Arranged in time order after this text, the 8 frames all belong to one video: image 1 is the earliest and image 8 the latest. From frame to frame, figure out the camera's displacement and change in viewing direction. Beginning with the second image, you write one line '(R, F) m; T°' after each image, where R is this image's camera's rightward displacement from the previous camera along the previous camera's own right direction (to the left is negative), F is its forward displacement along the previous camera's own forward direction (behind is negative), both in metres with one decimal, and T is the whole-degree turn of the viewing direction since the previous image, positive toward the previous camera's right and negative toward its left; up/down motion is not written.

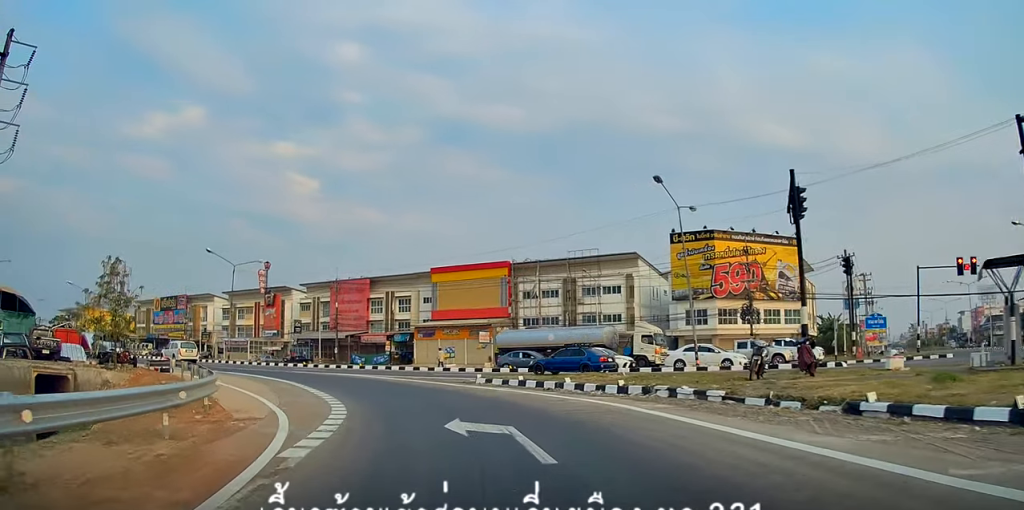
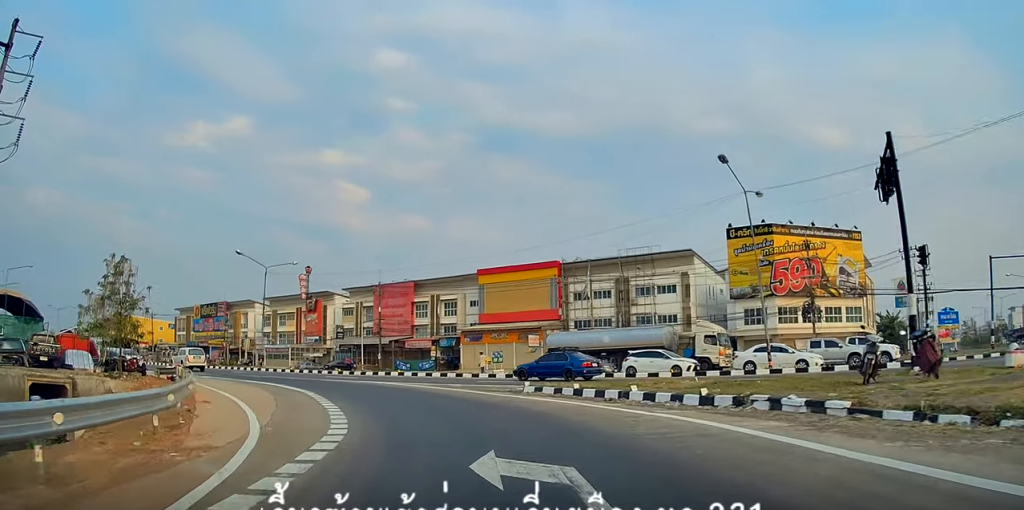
(-0.6, +4.0) m; -3°
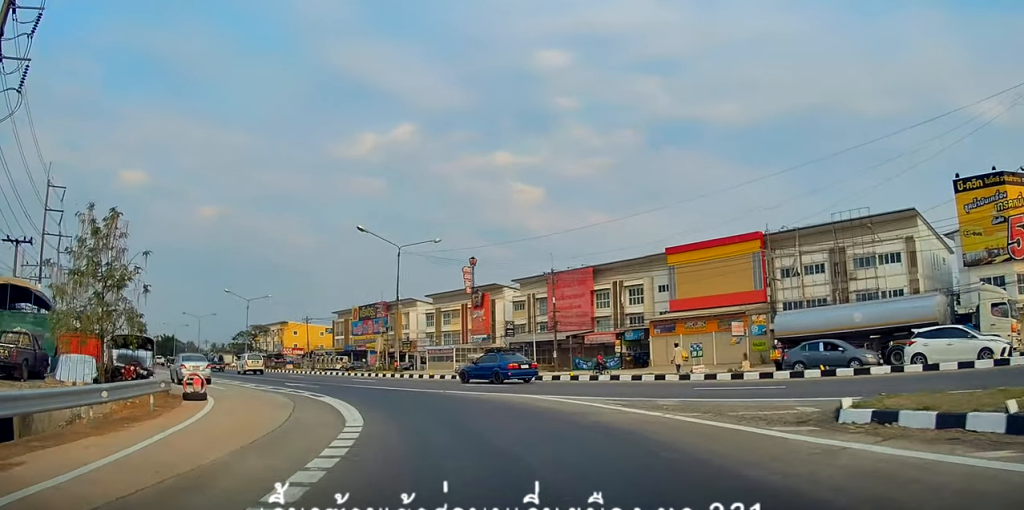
(+0.6, +13.8) m; -2°
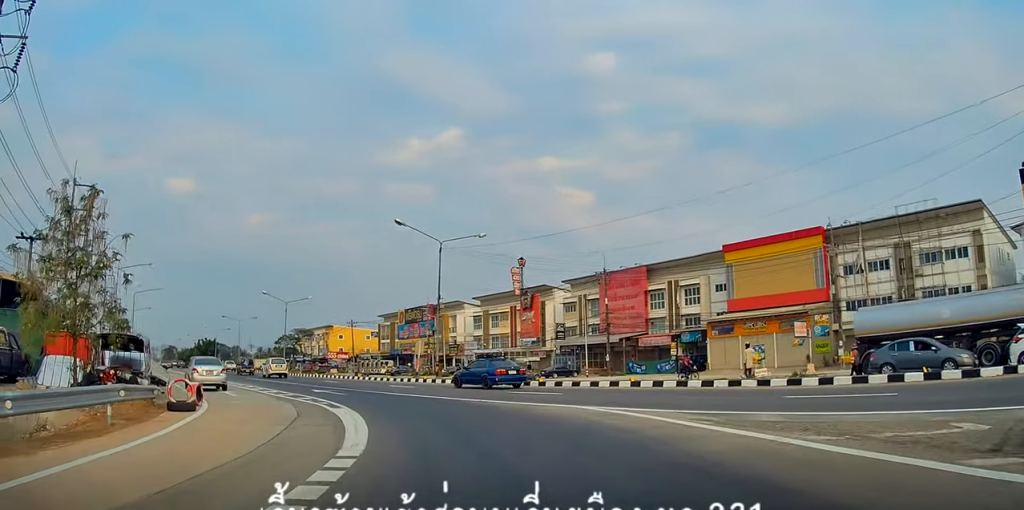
(+0.3, +3.6) m; -5°
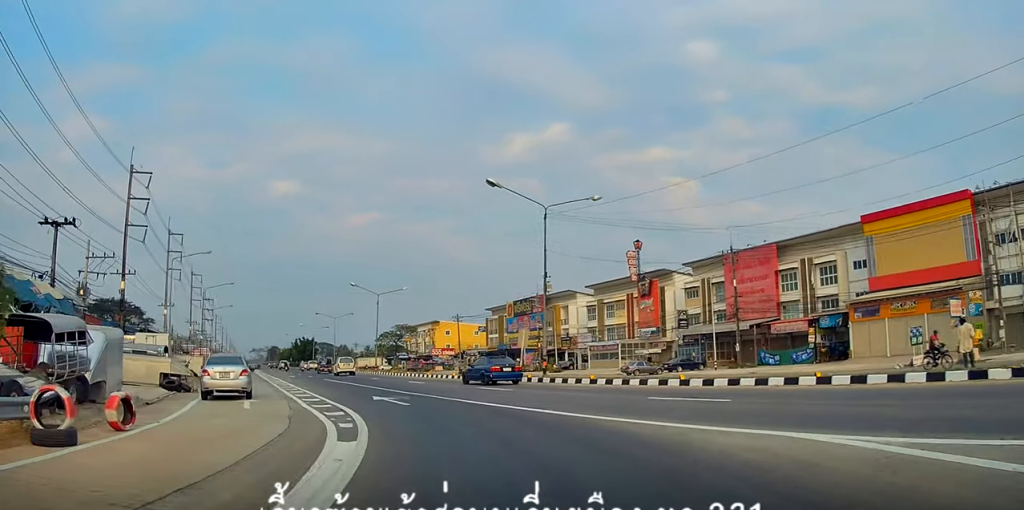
(-1.3, +8.2) m; -13°
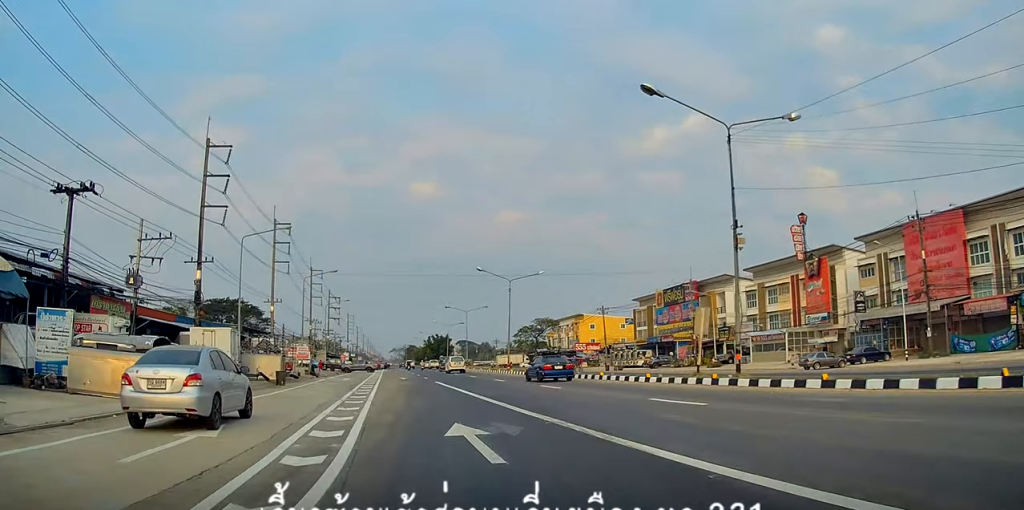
(-0.9, +10.3) m; -11°
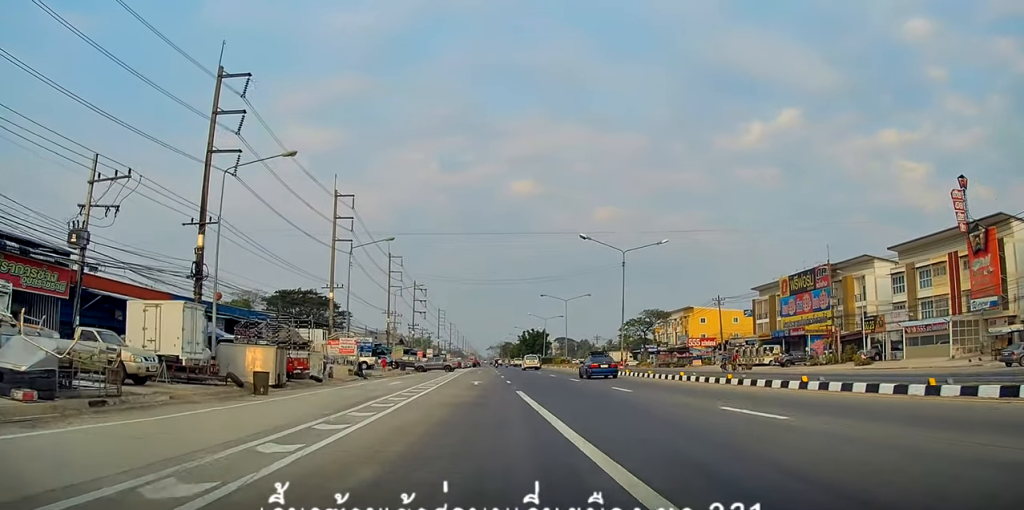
(-2.1, +13.5) m; -16°
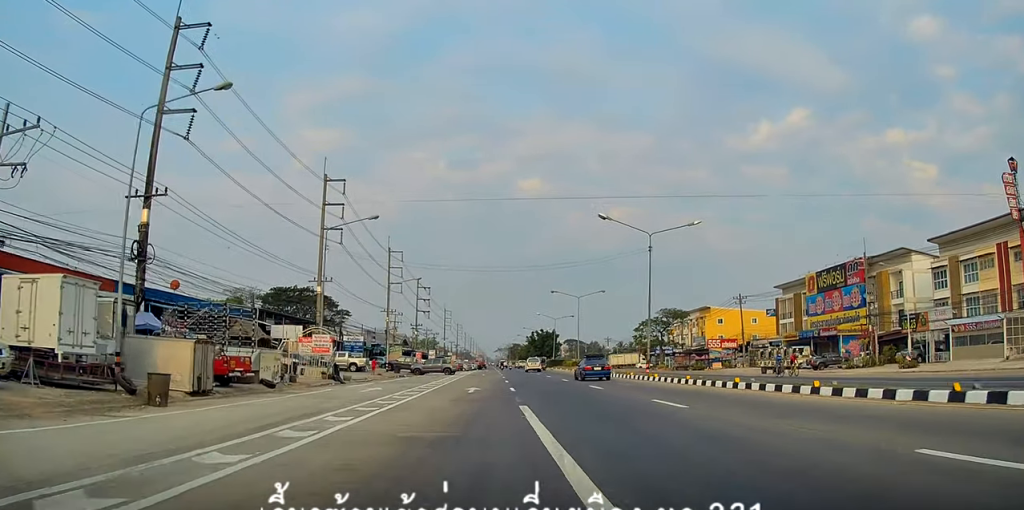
(-0.4, +7.0) m; -5°
